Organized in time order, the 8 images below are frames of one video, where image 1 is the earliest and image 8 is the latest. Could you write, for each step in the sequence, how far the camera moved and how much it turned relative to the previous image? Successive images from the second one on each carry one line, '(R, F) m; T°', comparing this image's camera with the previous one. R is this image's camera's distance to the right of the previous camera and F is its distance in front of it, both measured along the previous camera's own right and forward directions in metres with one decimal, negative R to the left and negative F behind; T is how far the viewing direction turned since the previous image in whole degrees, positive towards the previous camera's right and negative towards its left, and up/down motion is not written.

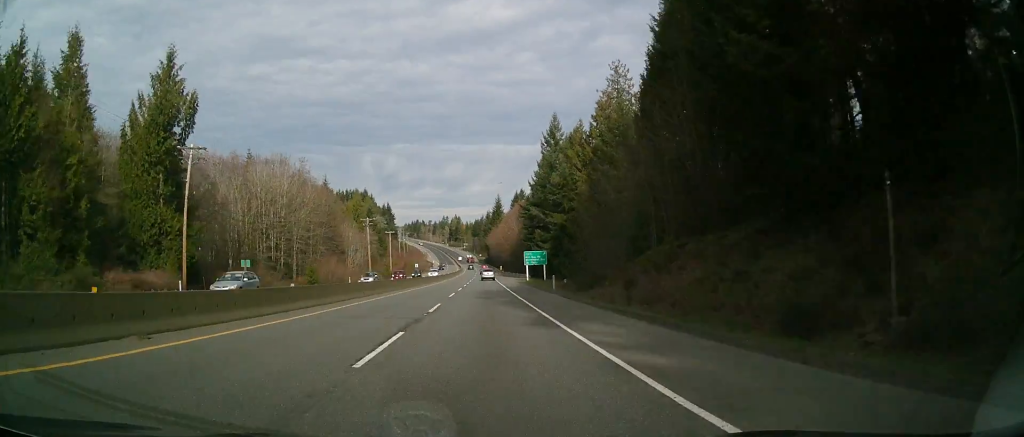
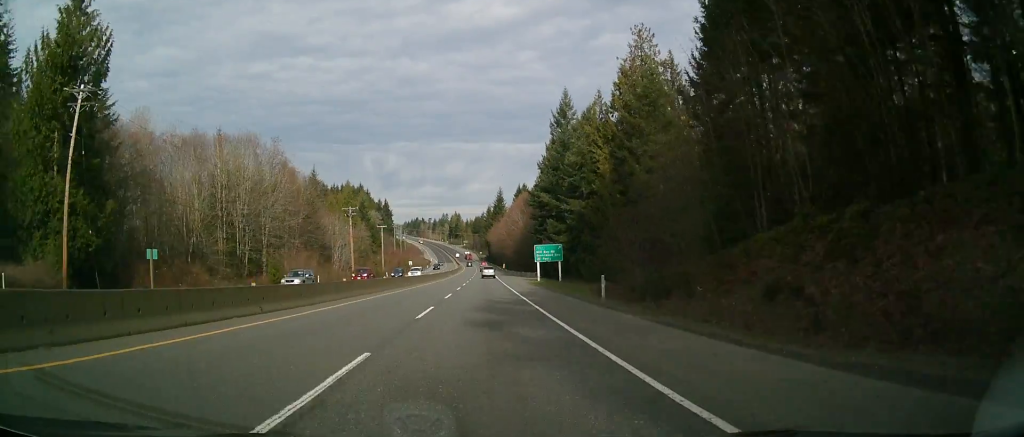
(0.0, +16.9) m; 0°
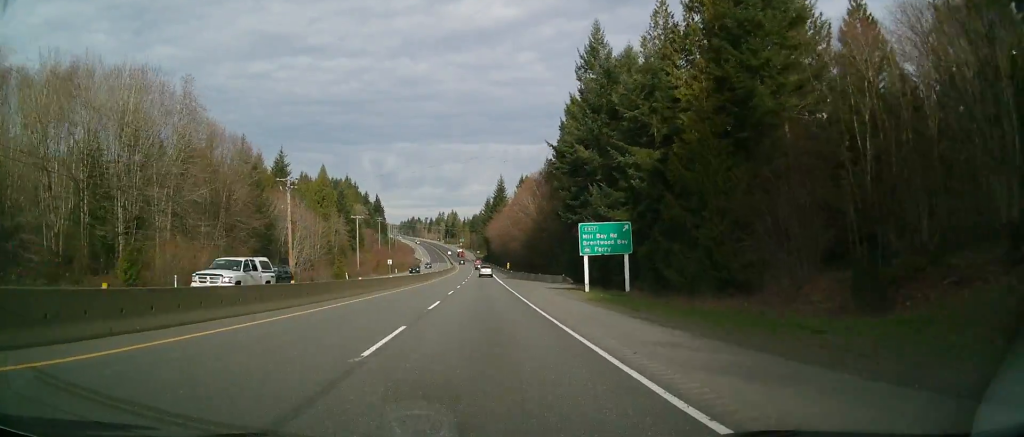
(+0.2, +33.6) m; 0°
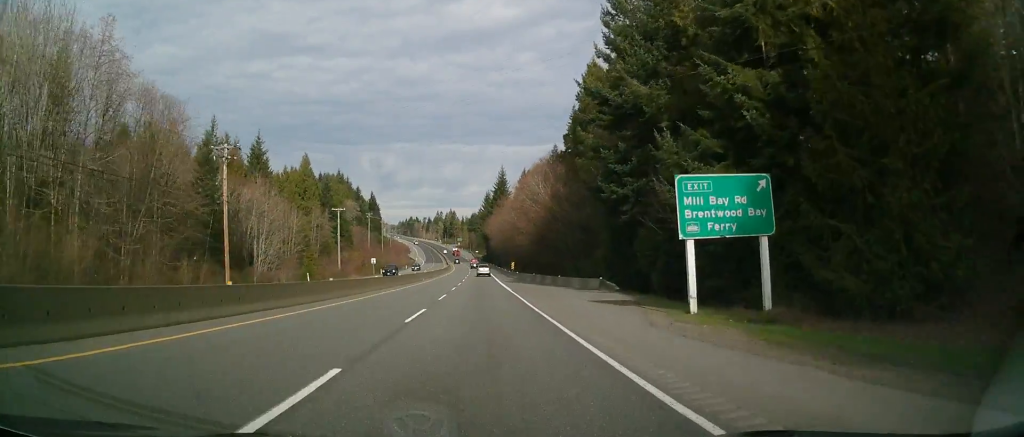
(+0.1, +18.7) m; 0°
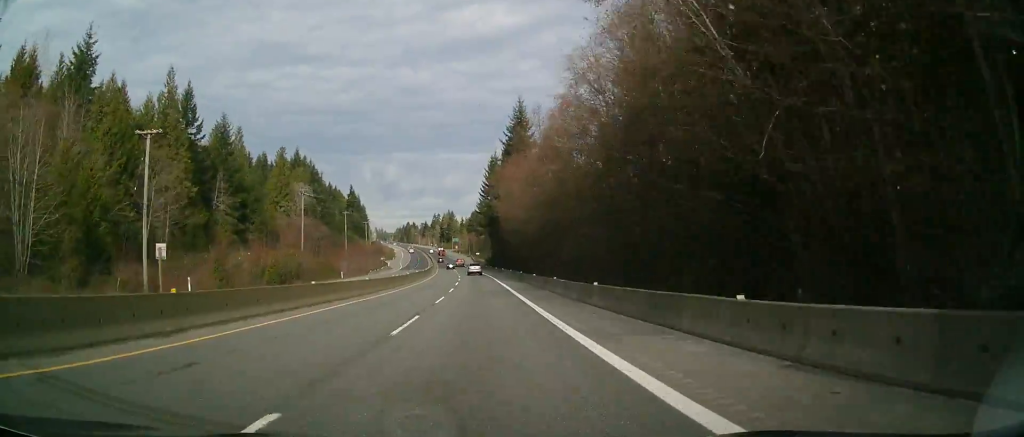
(-0.1, +78.7) m; 0°
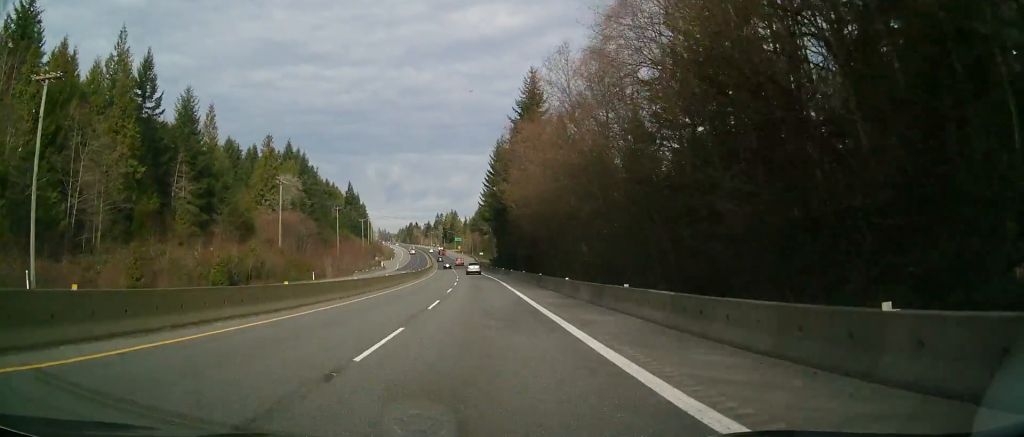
(0.0, +16.7) m; 0°
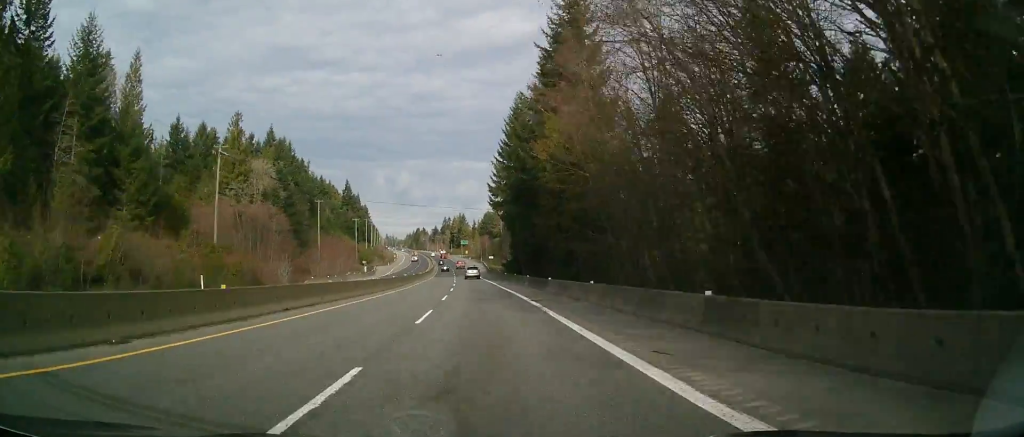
(+0.1, +31.3) m; 0°
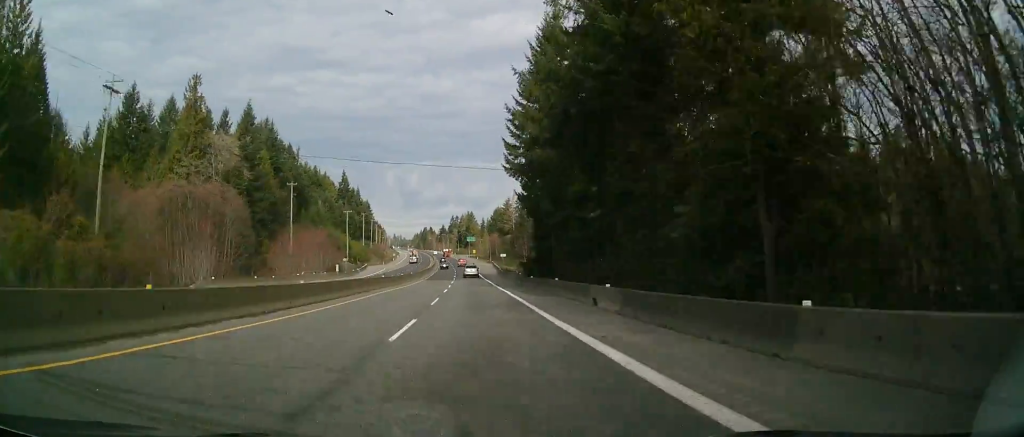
(-0.2, +29.0) m; -1°
